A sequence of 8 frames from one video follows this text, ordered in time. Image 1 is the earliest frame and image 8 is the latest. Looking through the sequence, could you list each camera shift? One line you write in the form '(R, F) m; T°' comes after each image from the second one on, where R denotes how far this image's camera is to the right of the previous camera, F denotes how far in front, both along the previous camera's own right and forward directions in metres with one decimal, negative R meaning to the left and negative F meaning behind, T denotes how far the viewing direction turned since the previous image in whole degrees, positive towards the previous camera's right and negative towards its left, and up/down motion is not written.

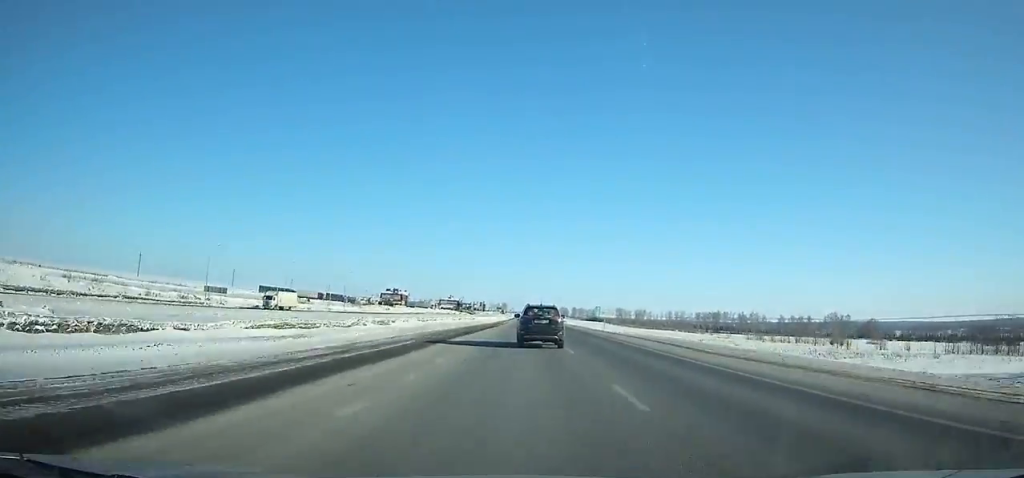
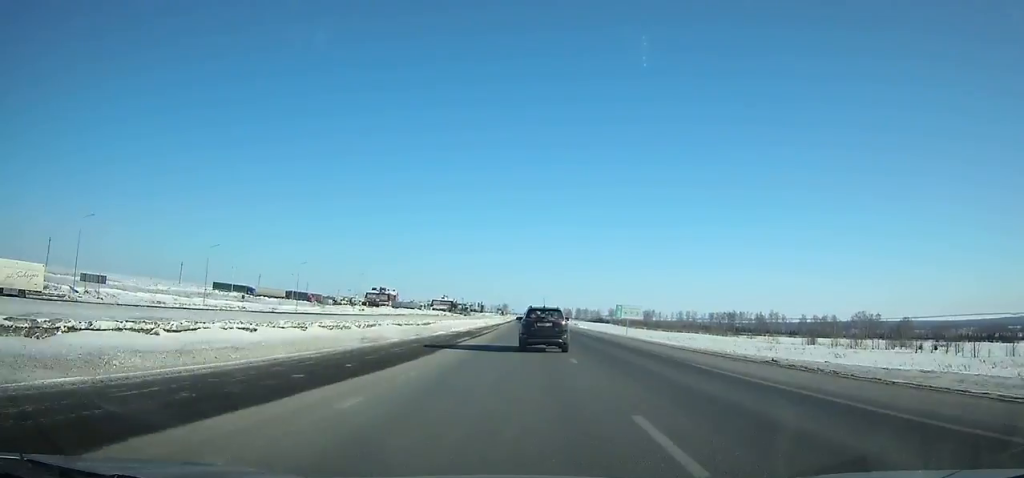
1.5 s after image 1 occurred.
(-0.1, +39.3) m; 0°
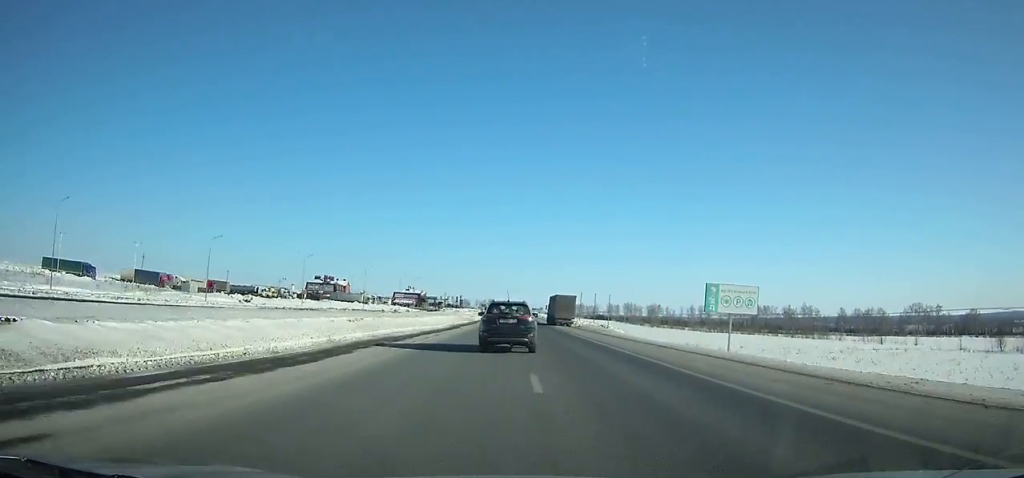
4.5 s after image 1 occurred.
(+0.3, +77.8) m; +1°
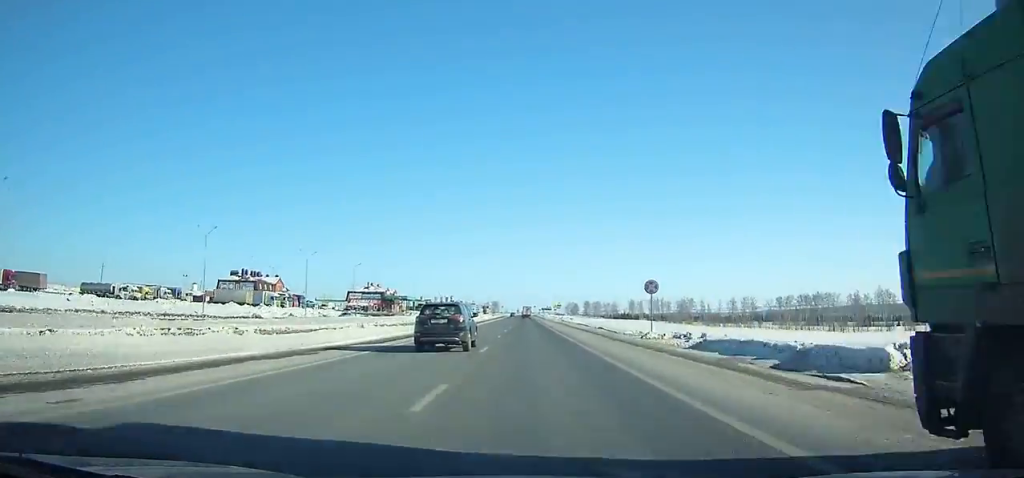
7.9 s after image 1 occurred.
(+0.5, +85.9) m; 0°
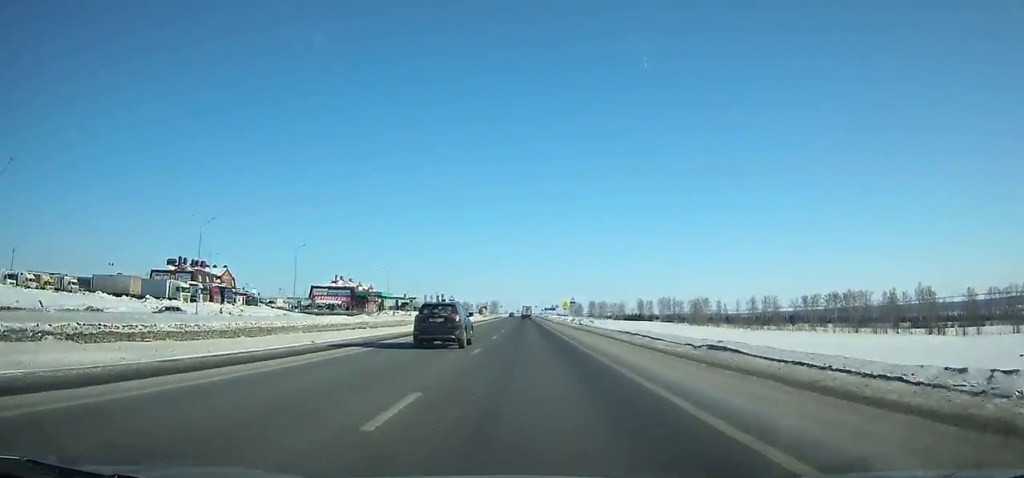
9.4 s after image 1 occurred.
(-0.2, +36.7) m; 0°
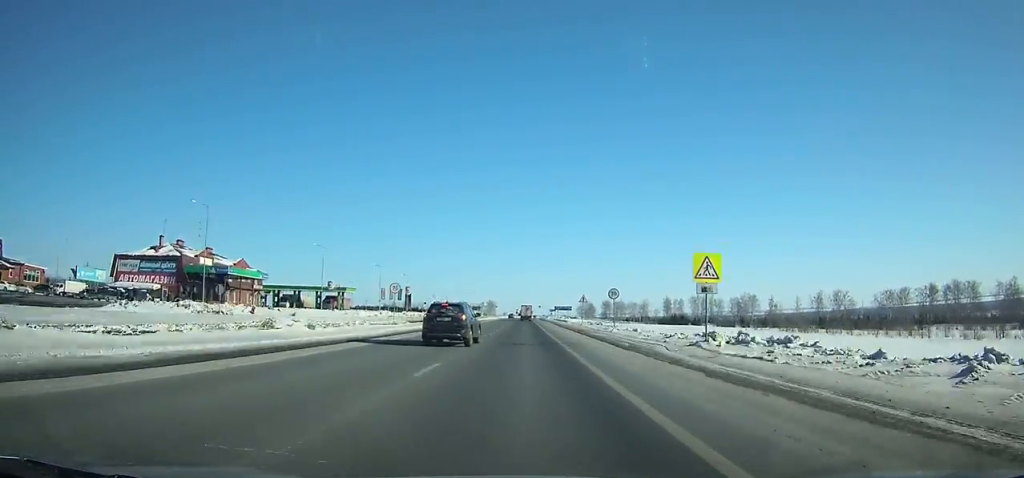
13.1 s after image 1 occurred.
(-0.4, +87.2) m; 0°
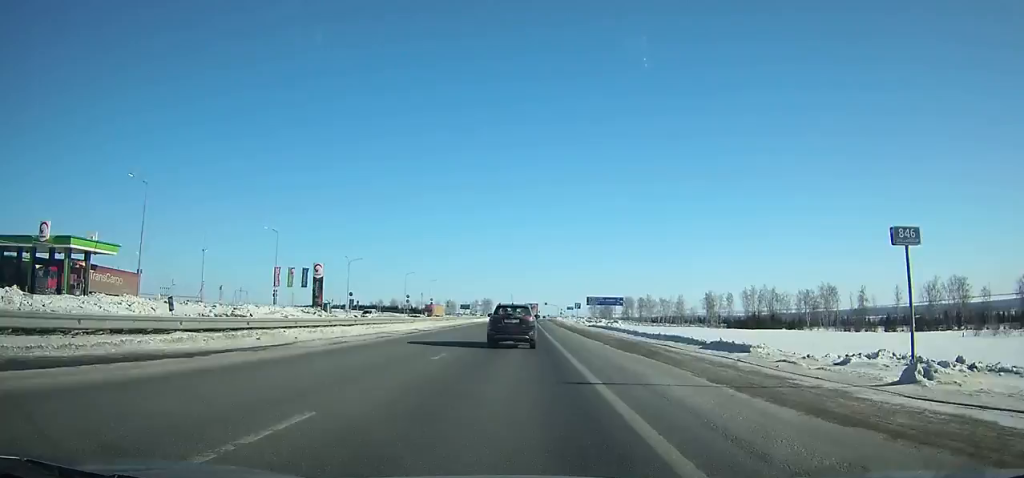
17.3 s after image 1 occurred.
(+0.1, +90.5) m; 0°
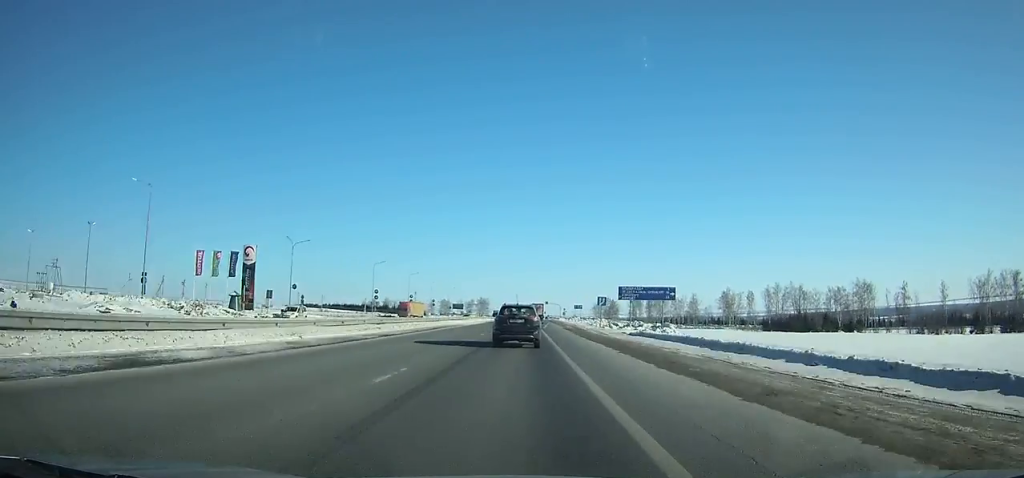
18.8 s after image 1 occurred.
(+0.1, +30.2) m; 0°
